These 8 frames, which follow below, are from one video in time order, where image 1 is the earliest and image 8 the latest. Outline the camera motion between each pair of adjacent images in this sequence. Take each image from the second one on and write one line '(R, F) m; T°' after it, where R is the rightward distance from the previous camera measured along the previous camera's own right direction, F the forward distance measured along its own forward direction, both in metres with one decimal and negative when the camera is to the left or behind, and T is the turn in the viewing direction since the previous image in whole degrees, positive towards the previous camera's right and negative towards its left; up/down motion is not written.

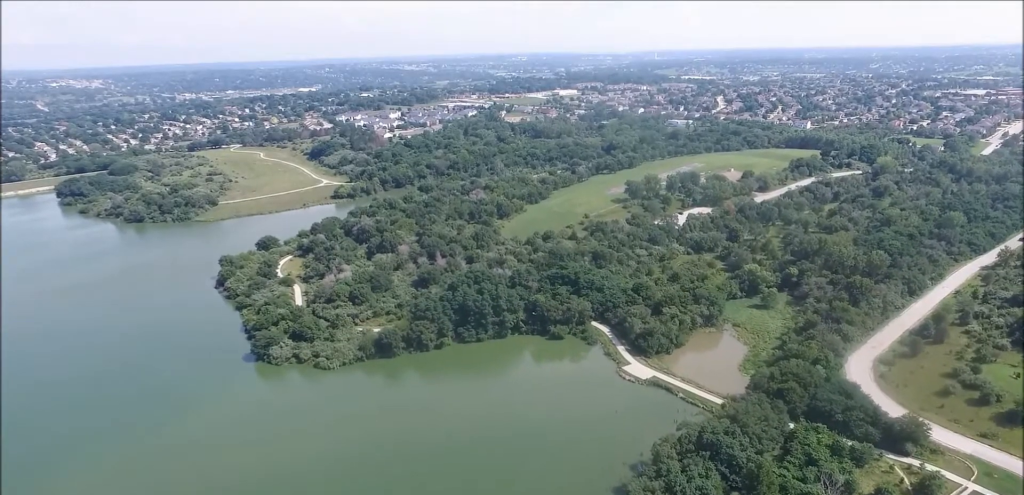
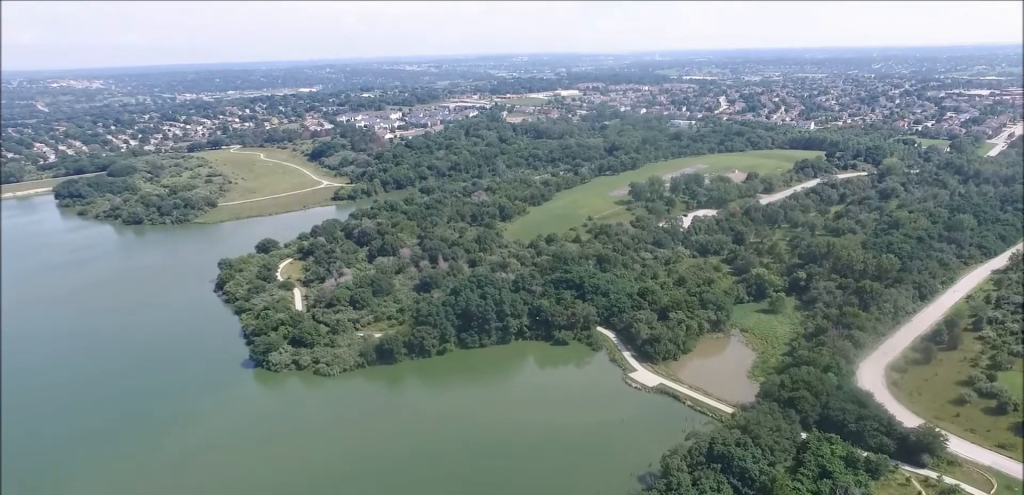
(0.0, +5.4) m; 0°
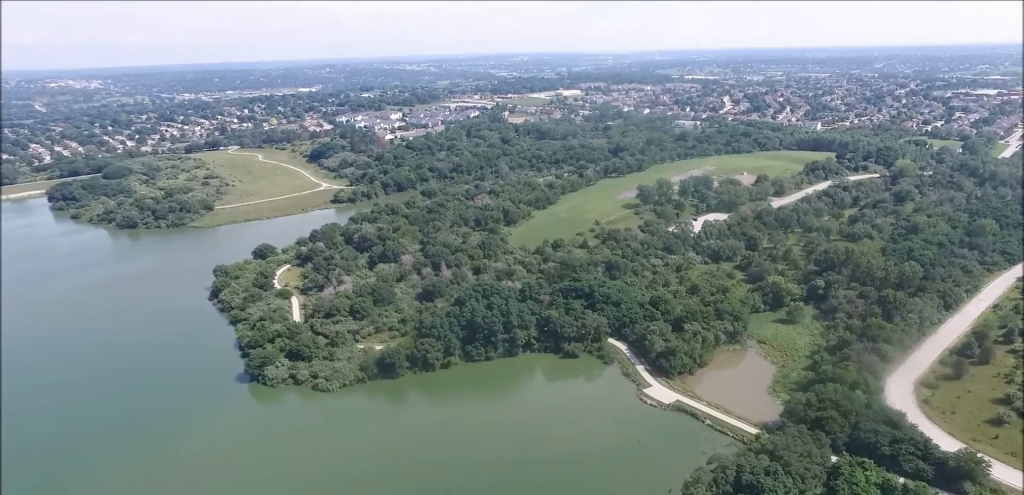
(-0.1, +13.3) m; -1°
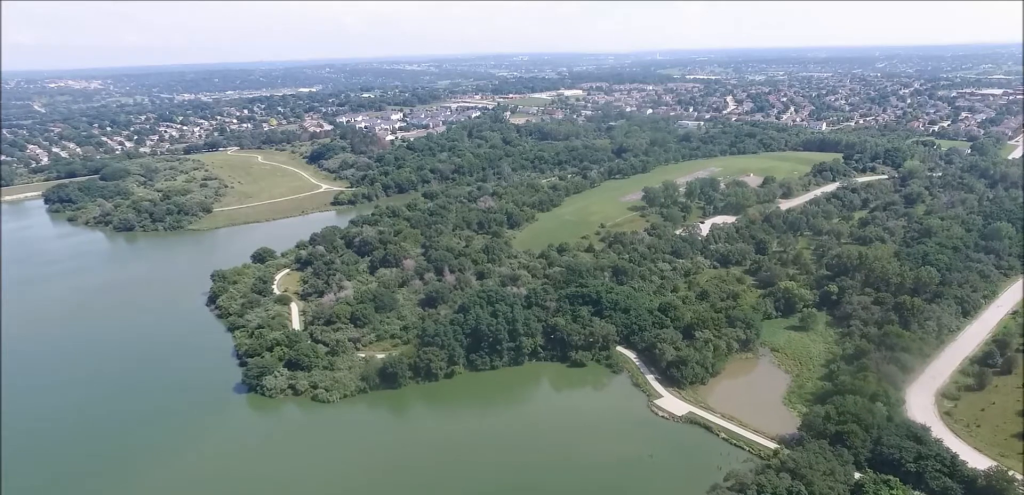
(-0.1, +8.6) m; -1°
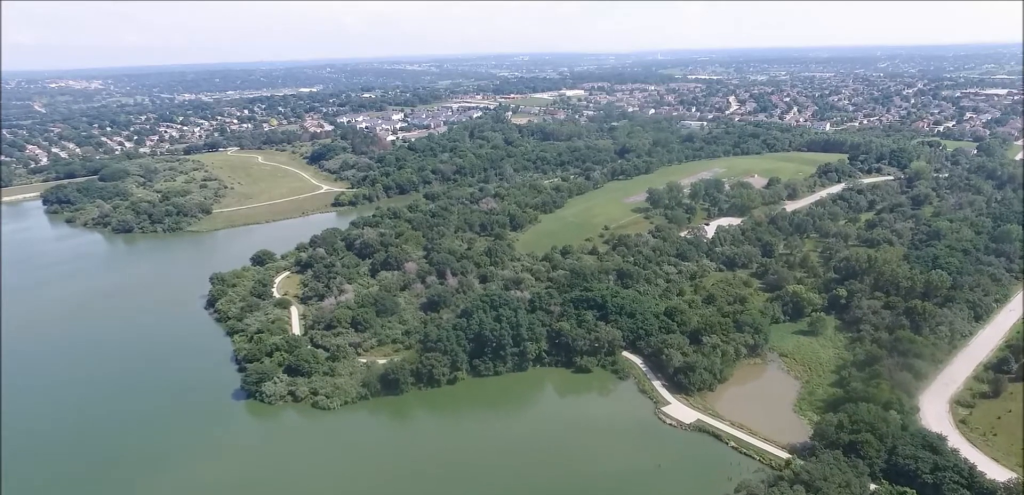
(0.0, +5.6) m; 0°
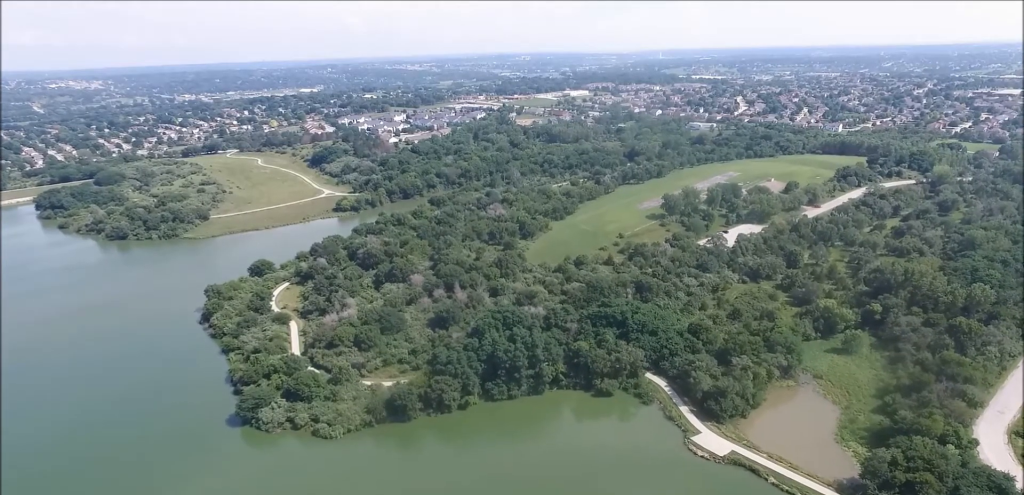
(-0.4, +18.7) m; -3°
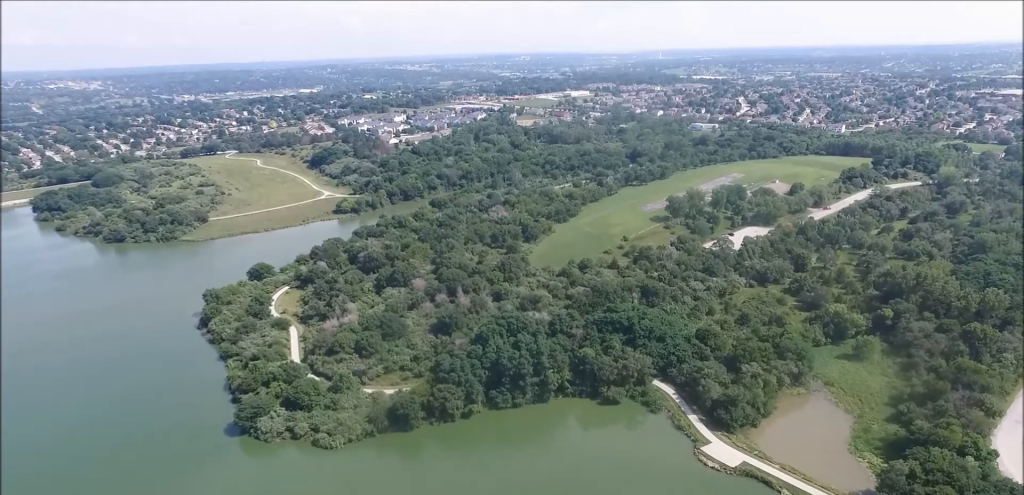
(0.0, +4.9) m; -1°
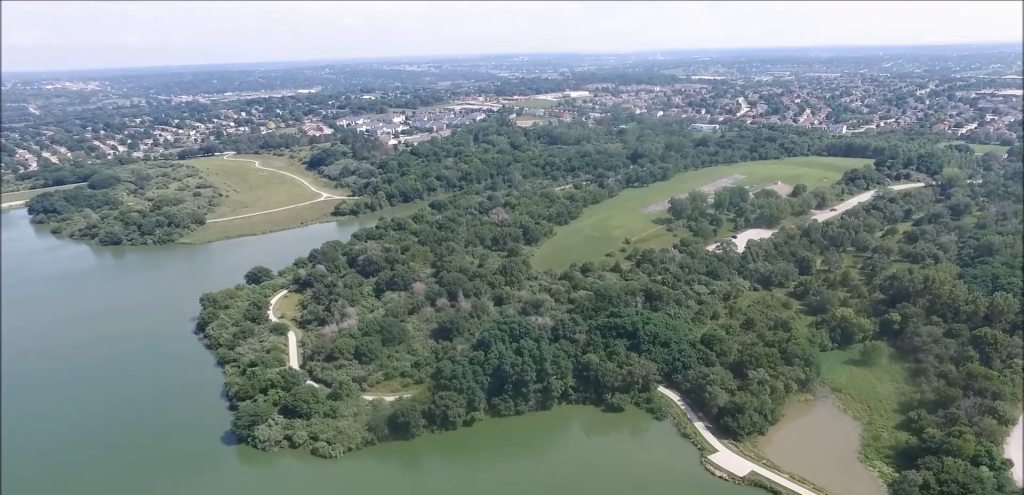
(0.0, +4.7) m; 0°
